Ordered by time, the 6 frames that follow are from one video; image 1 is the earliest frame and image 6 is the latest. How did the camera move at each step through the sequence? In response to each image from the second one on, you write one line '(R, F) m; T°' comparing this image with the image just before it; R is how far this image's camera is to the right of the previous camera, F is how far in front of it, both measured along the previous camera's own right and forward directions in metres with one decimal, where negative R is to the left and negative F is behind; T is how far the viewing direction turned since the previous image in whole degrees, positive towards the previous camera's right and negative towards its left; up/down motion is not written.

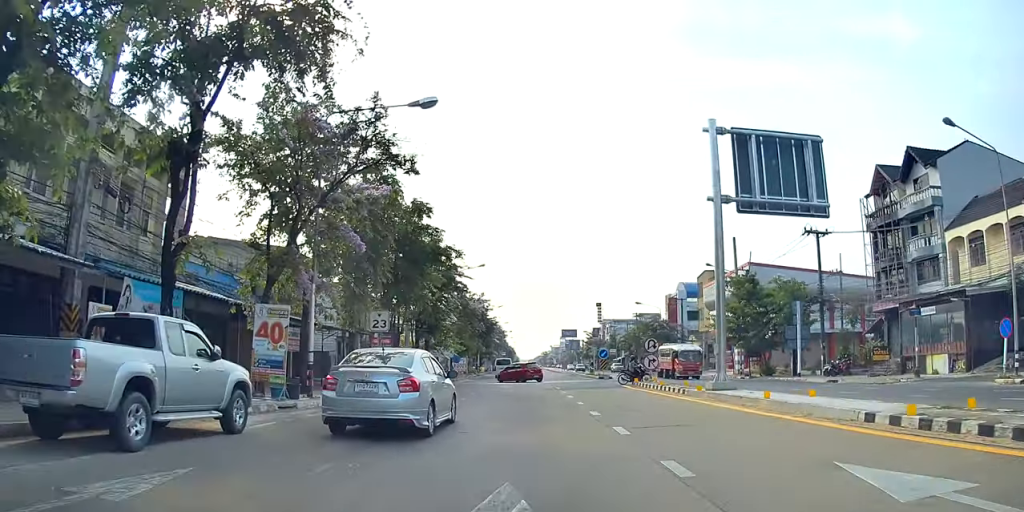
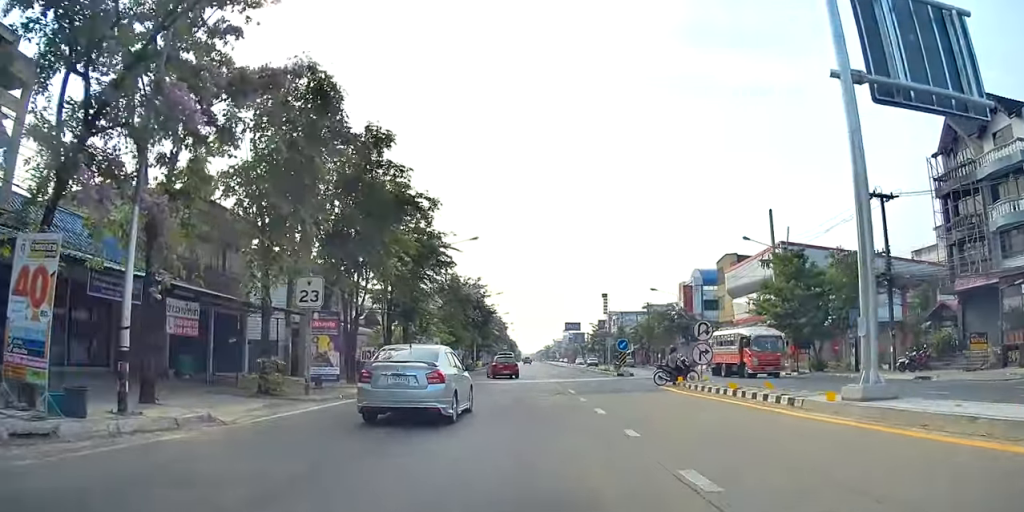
(-0.2, +9.4) m; -2°
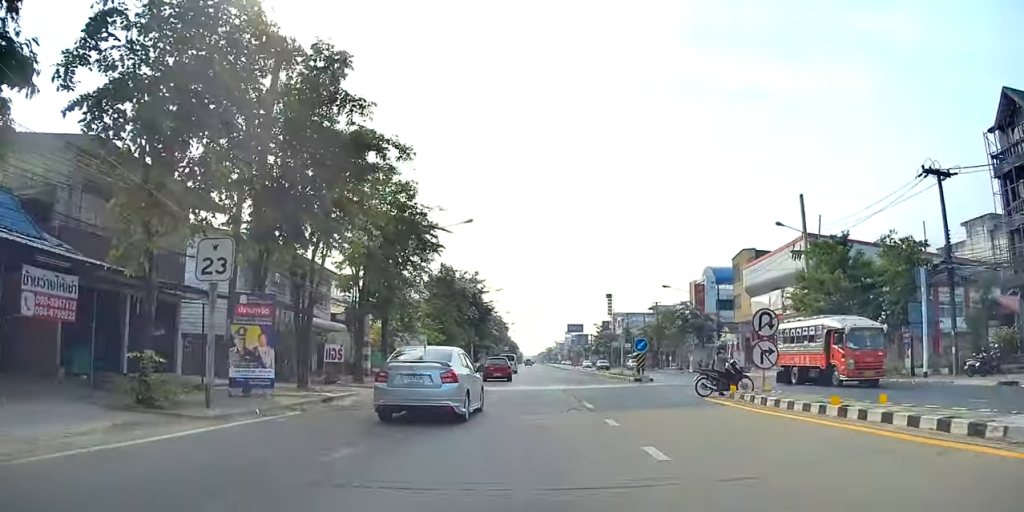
(0.0, +6.3) m; -1°
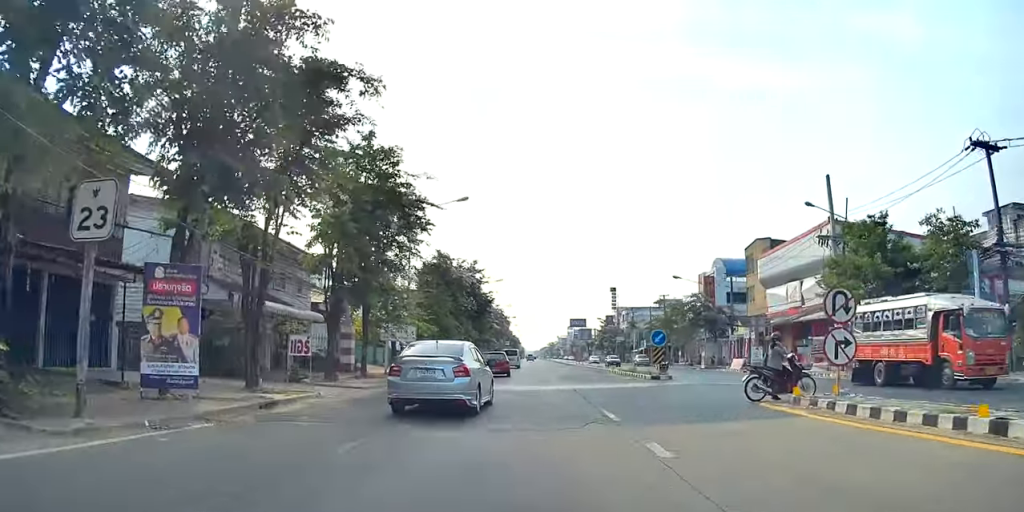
(0.0, +4.3) m; -1°
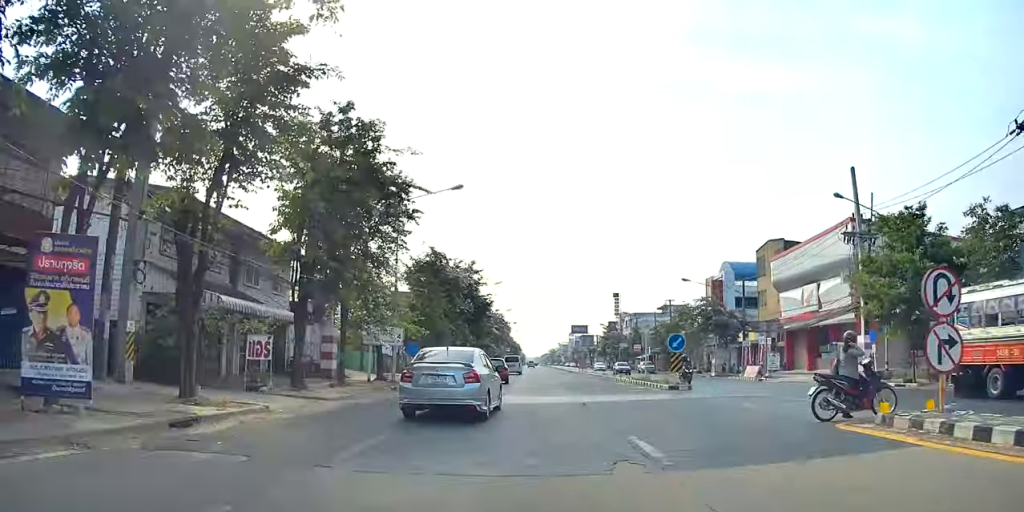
(0.0, +3.7) m; 0°
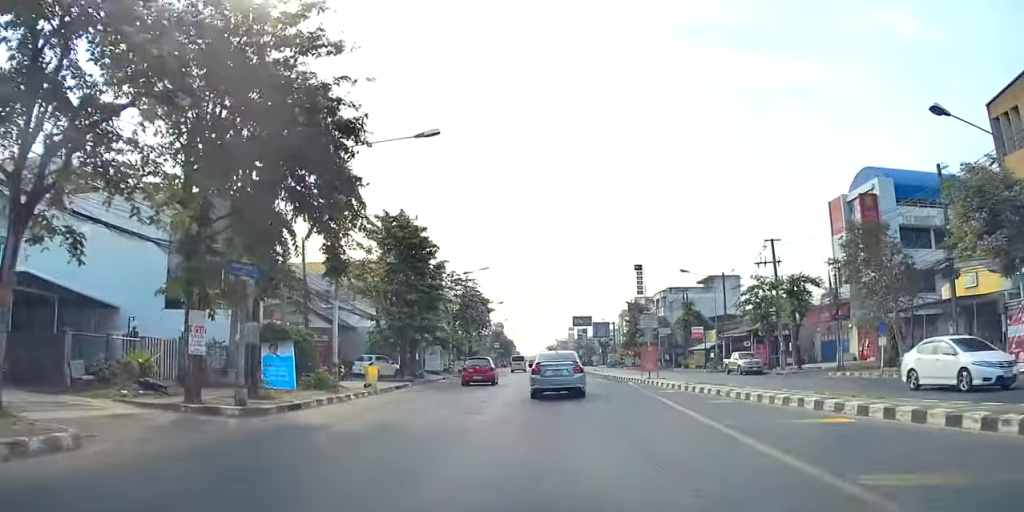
(+0.2, +43.3) m; +1°
